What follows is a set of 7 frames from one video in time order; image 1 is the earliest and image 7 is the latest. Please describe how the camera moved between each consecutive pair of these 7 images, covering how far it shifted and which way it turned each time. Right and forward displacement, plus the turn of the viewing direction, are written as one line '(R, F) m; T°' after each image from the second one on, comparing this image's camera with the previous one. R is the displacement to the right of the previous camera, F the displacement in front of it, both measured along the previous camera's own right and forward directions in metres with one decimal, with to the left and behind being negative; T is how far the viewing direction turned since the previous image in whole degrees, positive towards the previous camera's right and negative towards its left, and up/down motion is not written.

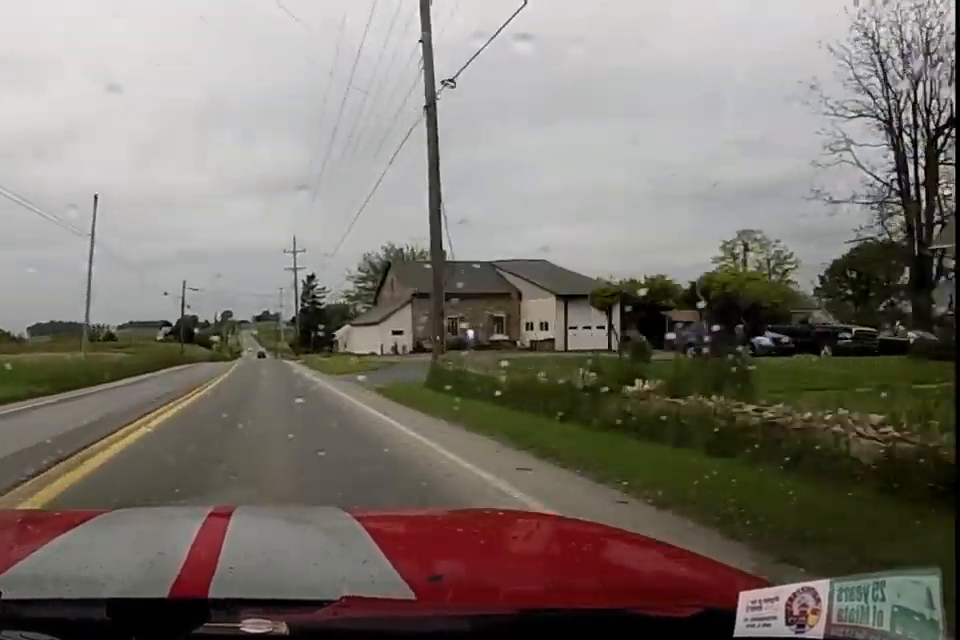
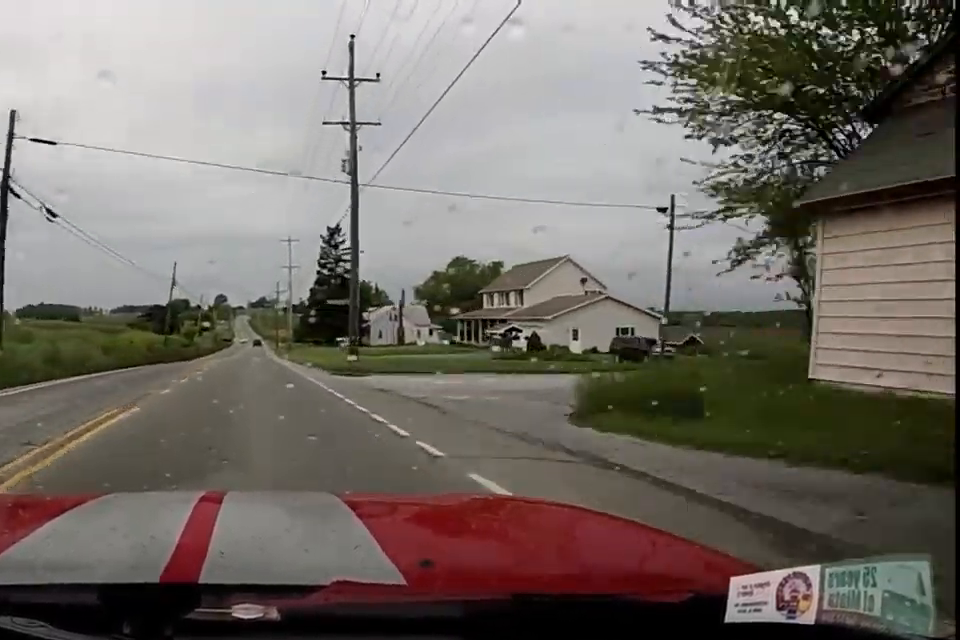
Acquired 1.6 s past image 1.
(+1.3, +44.4) m; +2°
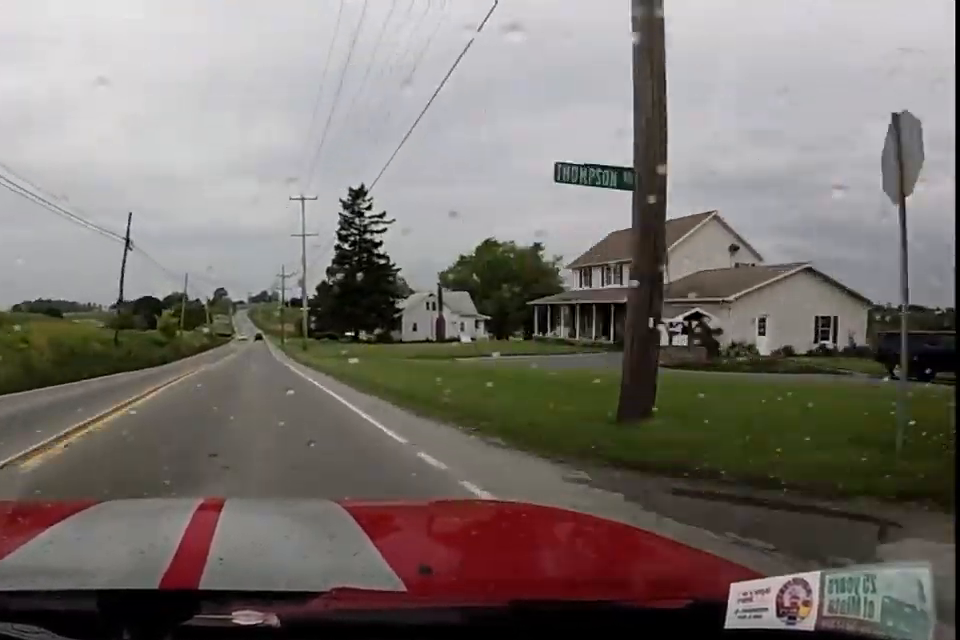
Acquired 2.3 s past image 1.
(-0.1, +19.7) m; -1°
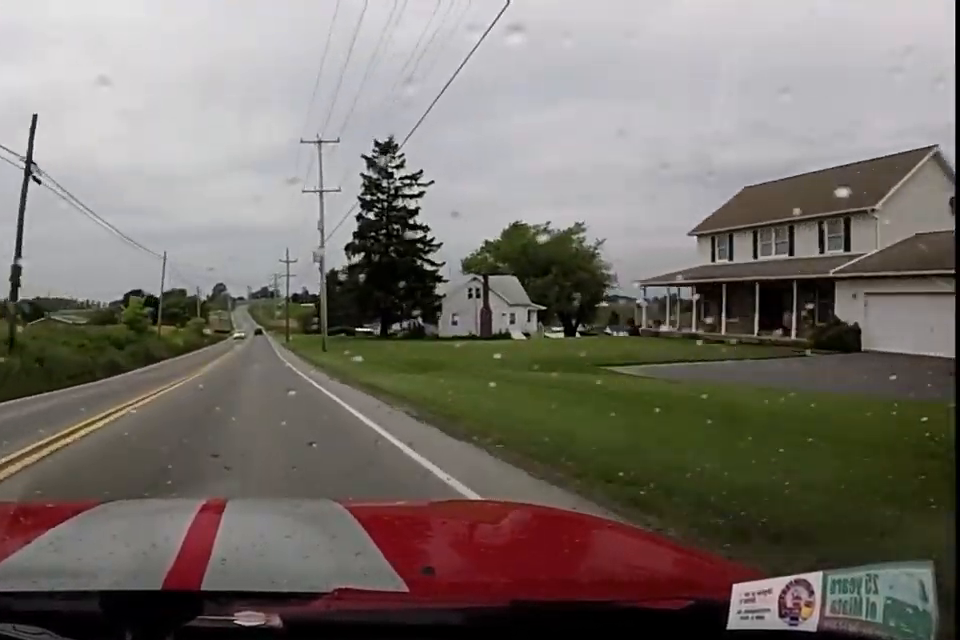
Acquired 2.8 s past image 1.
(-0.3, +14.9) m; -1°
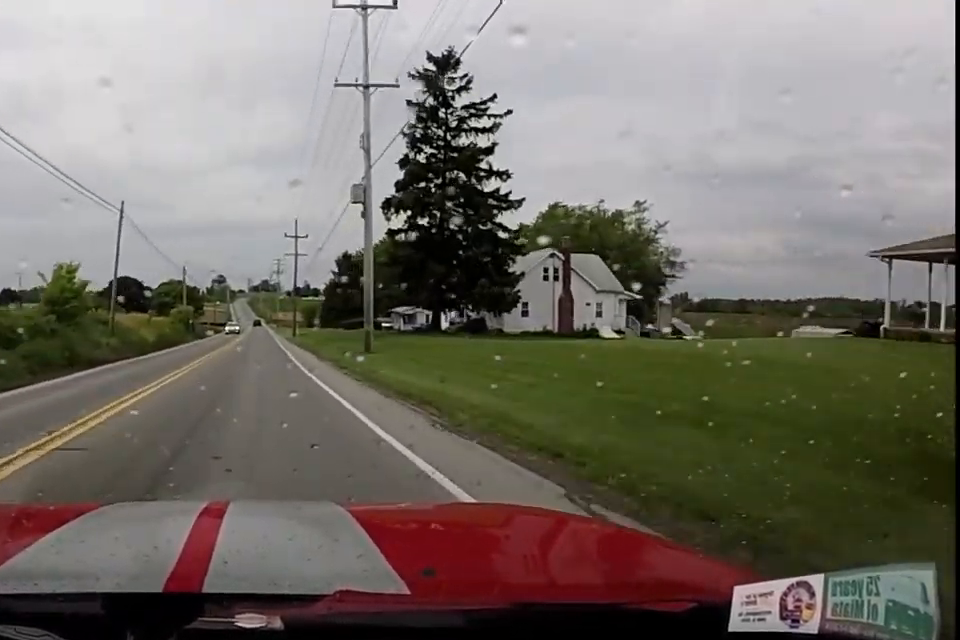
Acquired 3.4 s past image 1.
(-0.2, +15.8) m; -1°
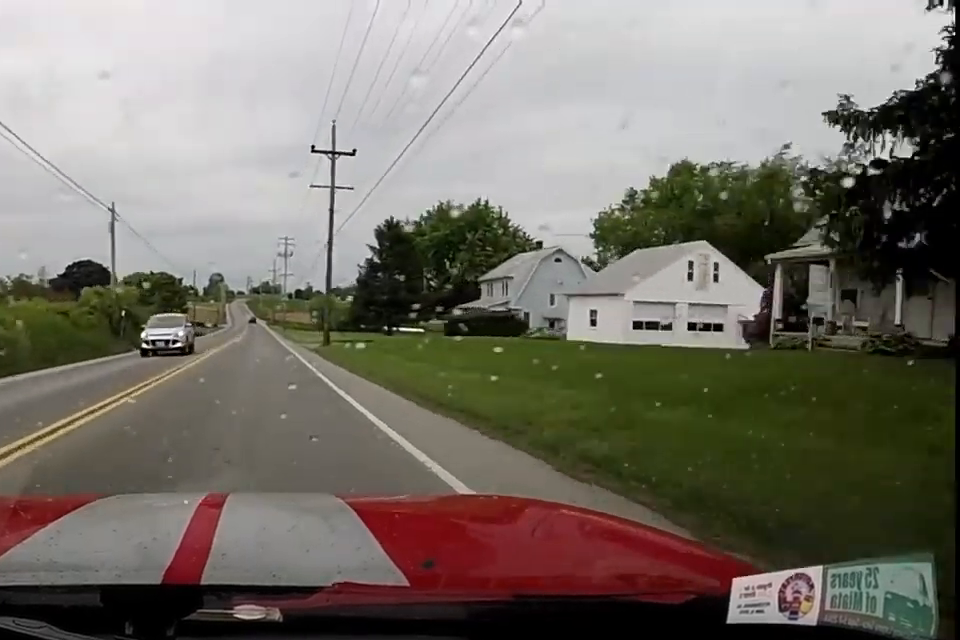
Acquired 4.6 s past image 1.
(-0.1, +32.8) m; 0°
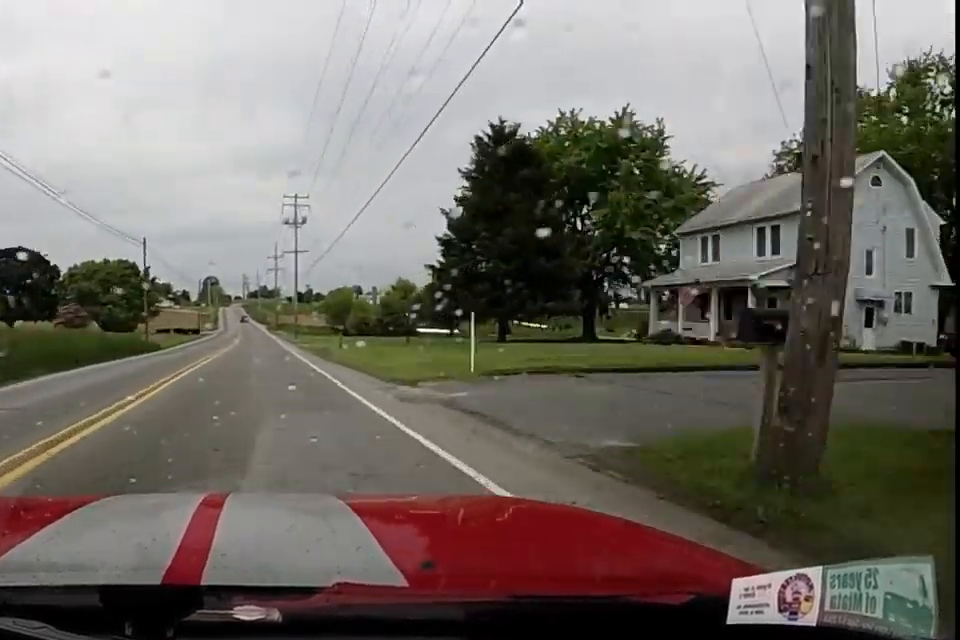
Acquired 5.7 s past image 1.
(0.0, +30.8) m; 0°
